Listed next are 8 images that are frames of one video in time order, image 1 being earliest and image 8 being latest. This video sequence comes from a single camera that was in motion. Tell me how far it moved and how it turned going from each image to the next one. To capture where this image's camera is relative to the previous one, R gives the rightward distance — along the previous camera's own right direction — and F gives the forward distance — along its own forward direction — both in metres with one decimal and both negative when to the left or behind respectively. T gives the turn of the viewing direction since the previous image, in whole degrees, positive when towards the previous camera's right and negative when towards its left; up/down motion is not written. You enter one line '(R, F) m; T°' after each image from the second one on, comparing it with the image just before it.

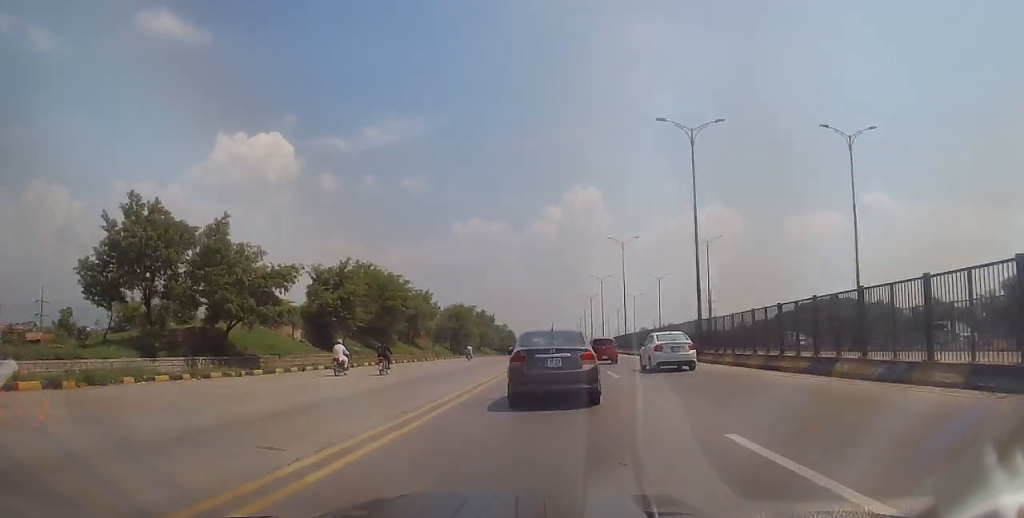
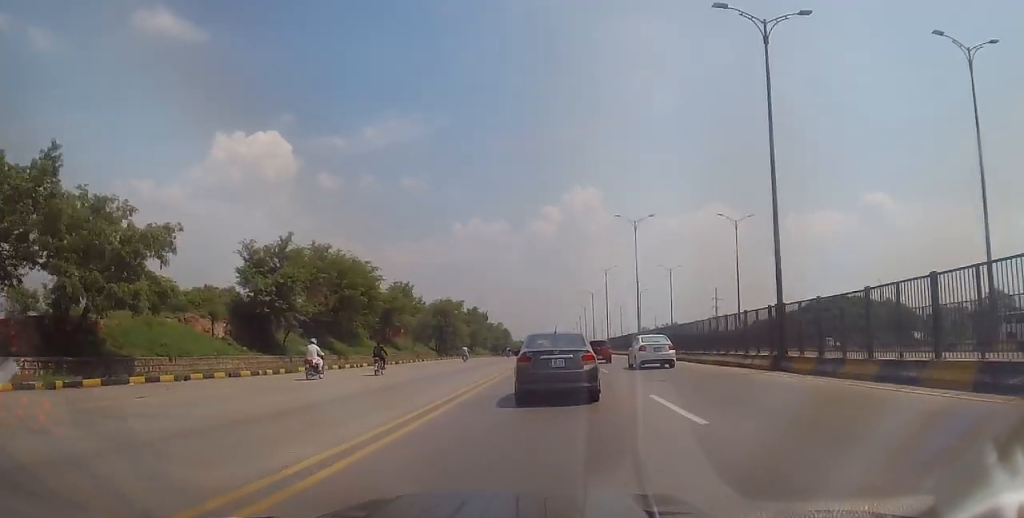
(0.0, +12.1) m; 0°
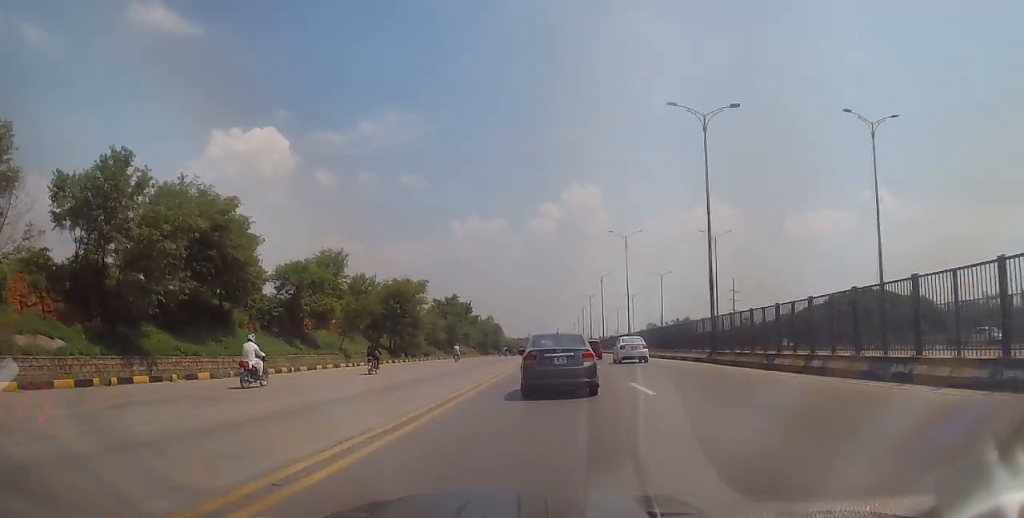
(+0.4, +27.1) m; +1°
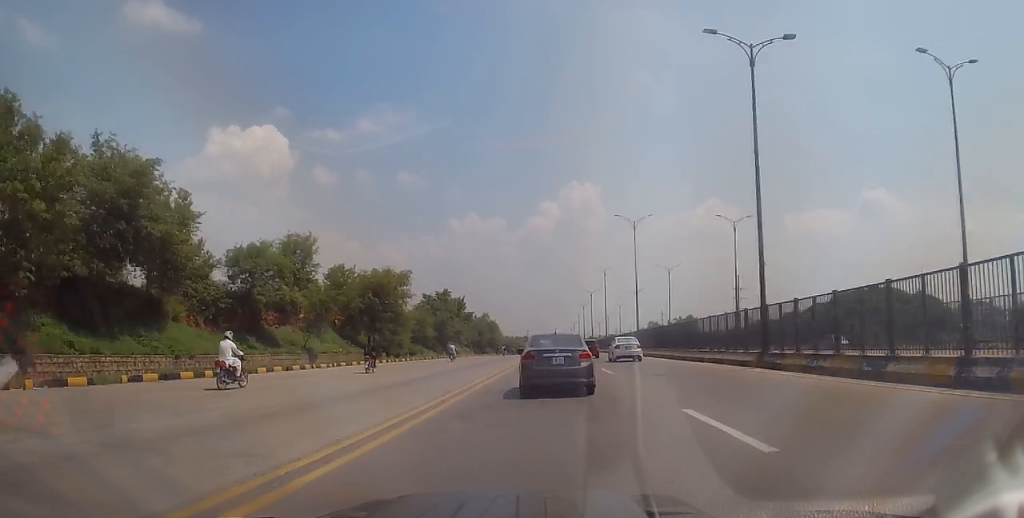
(0.0, +7.9) m; 0°
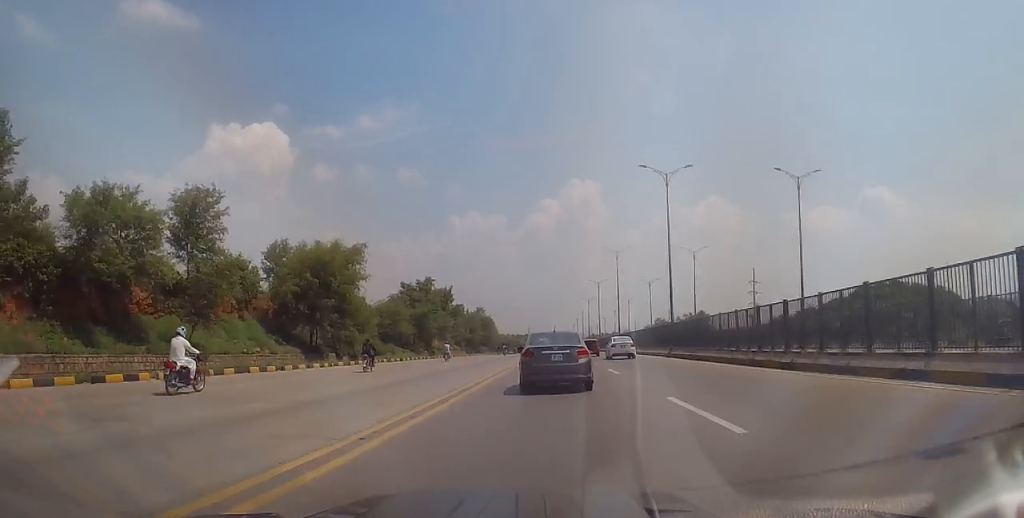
(-0.2, +16.2) m; -2°
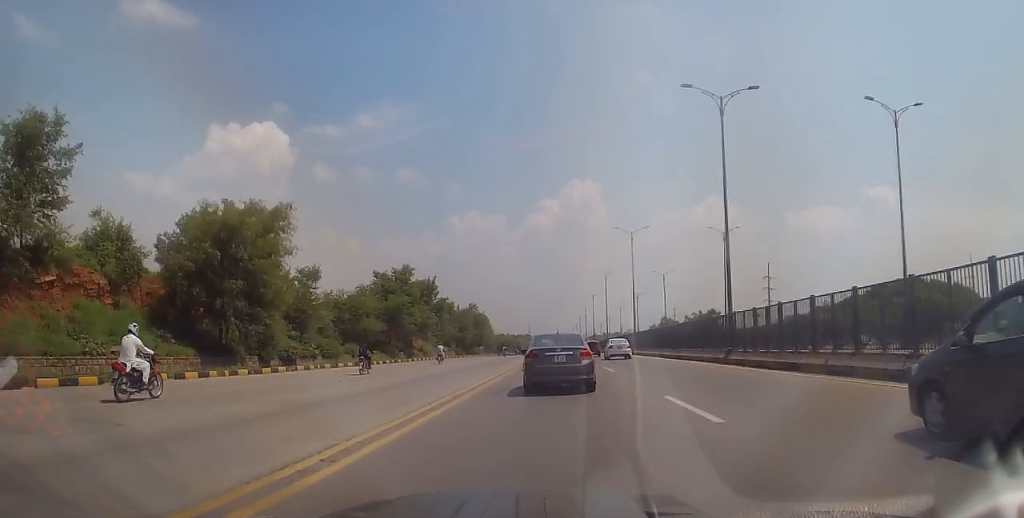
(-0.2, +13.7) m; 0°
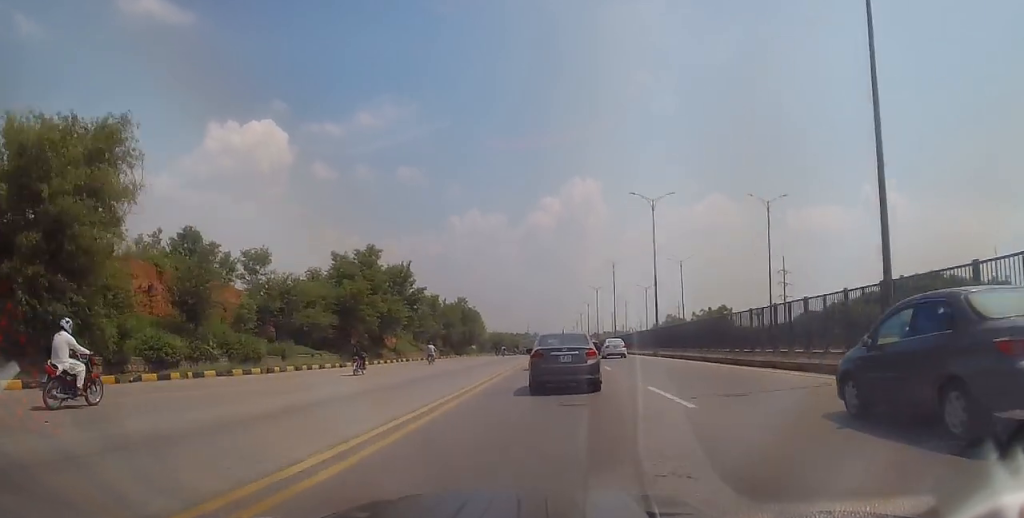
(+0.2, +14.0) m; +1°
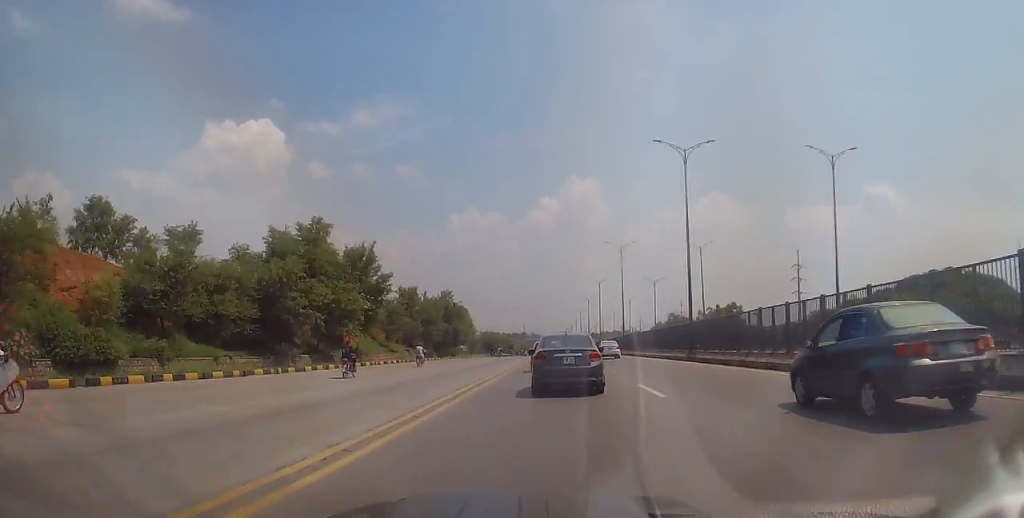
(+0.3, +13.2) m; +1°
